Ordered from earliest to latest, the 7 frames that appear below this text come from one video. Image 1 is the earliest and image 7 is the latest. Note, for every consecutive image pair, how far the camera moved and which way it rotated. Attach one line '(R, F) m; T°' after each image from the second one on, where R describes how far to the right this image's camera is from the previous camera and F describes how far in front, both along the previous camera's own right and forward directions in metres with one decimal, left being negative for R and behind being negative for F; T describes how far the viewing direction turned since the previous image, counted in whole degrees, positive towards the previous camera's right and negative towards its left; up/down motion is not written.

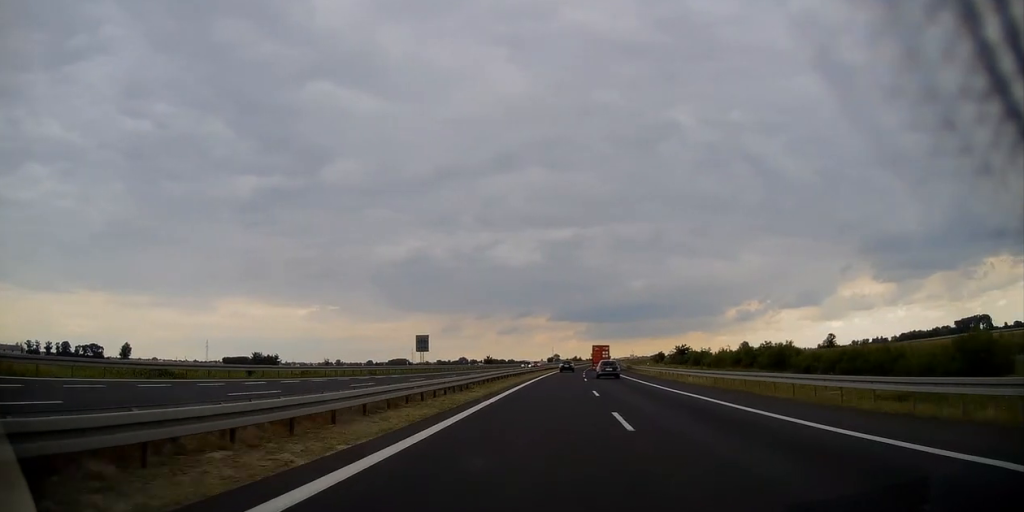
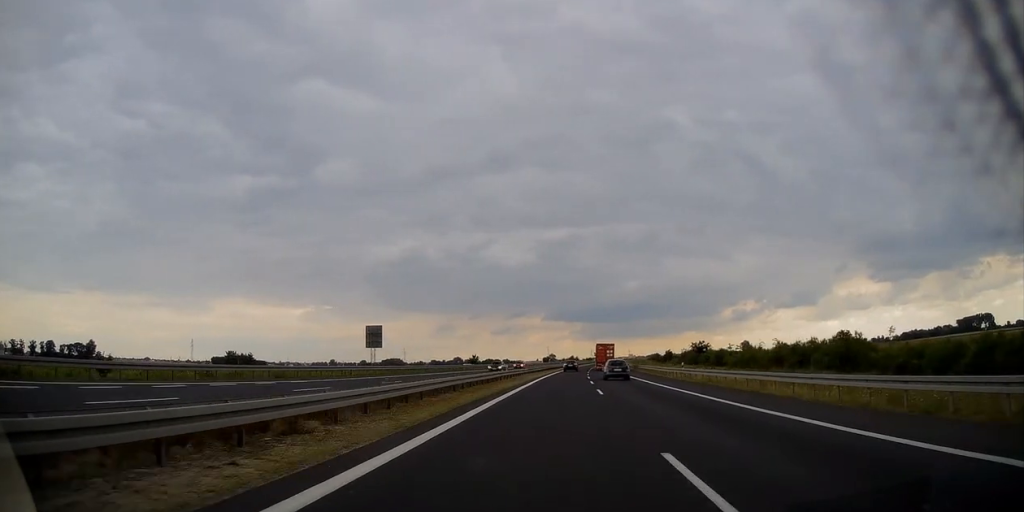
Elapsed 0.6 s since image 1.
(+0.2, +19.5) m; +1°
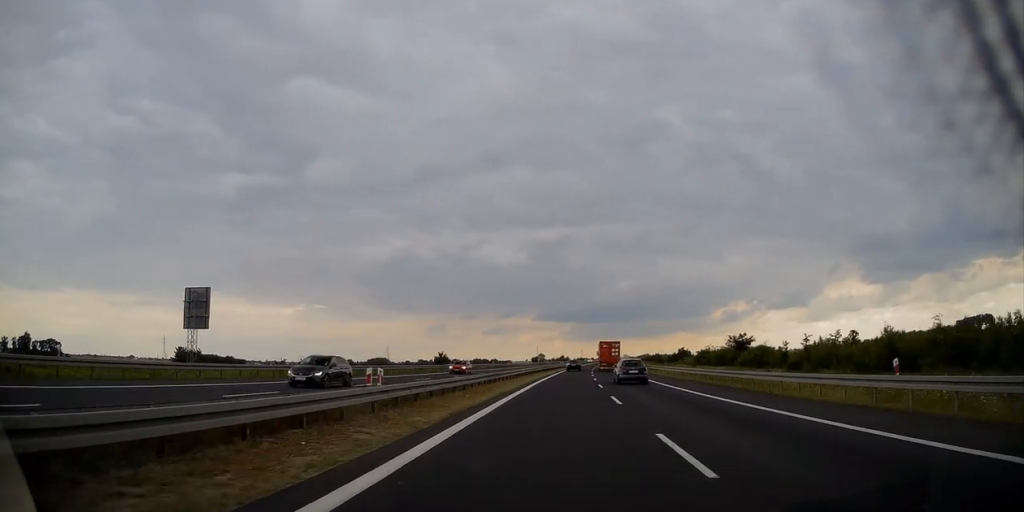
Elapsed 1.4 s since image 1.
(+0.3, +28.7) m; +1°
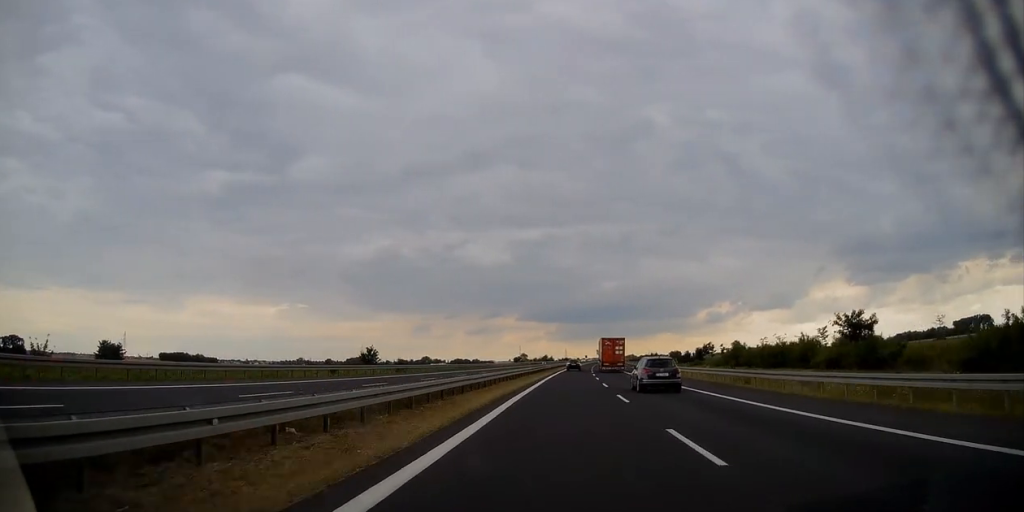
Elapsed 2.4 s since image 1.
(+0.2, +35.6) m; +1°
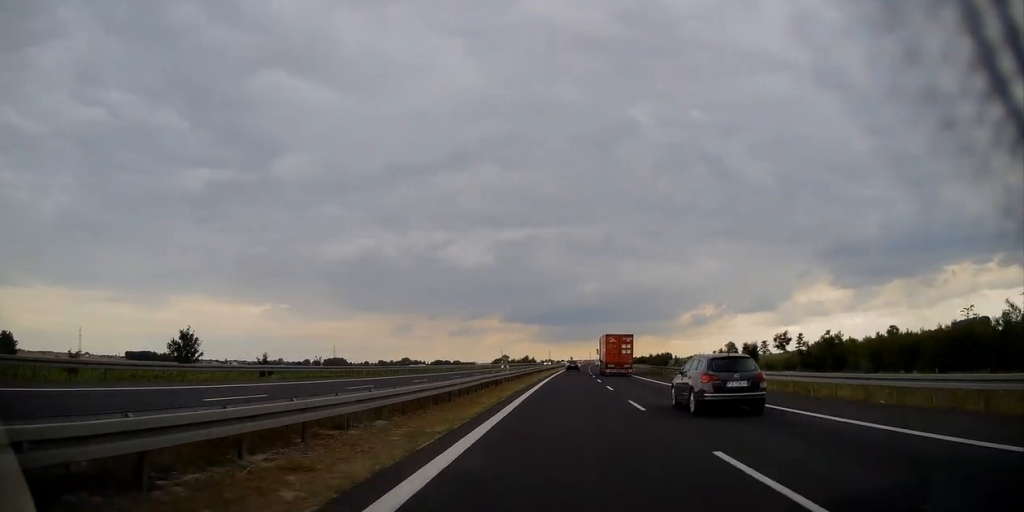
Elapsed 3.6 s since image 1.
(+0.4, +39.1) m; +2°
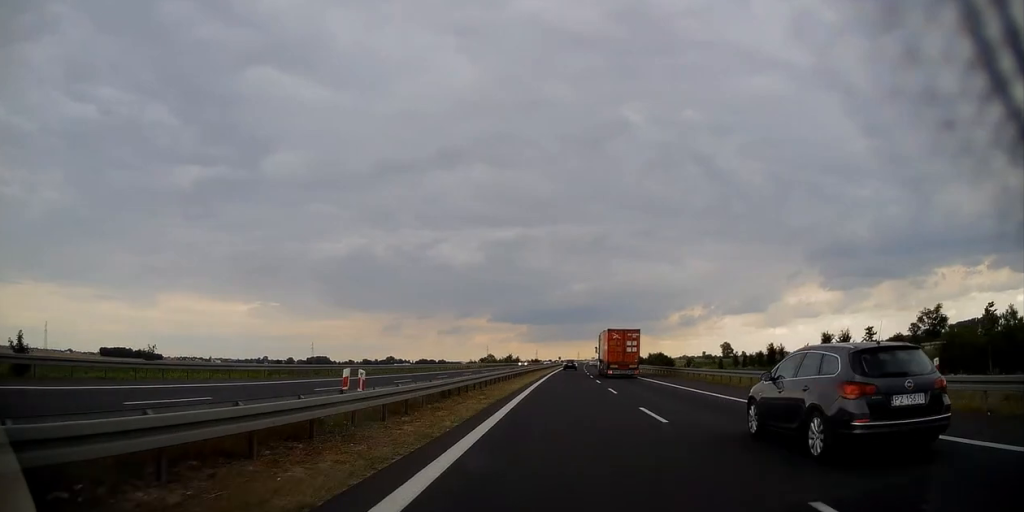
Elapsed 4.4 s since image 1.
(+0.4, +27.6) m; +1°
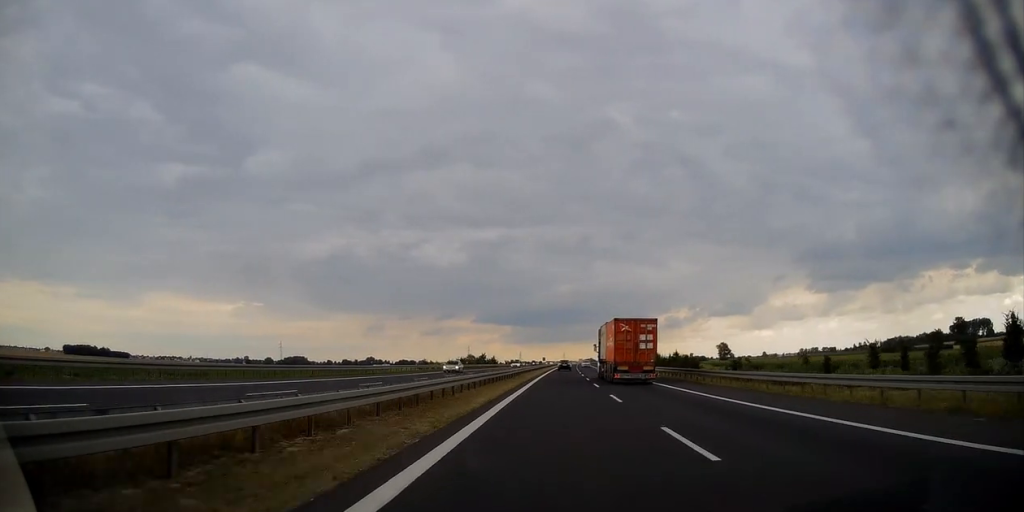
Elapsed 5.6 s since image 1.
(+0.7, +41.4) m; +1°
